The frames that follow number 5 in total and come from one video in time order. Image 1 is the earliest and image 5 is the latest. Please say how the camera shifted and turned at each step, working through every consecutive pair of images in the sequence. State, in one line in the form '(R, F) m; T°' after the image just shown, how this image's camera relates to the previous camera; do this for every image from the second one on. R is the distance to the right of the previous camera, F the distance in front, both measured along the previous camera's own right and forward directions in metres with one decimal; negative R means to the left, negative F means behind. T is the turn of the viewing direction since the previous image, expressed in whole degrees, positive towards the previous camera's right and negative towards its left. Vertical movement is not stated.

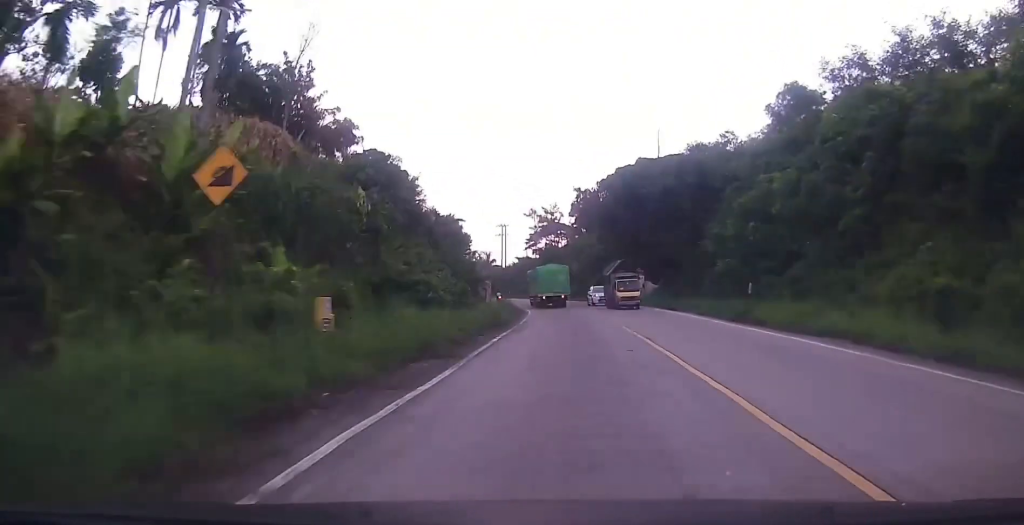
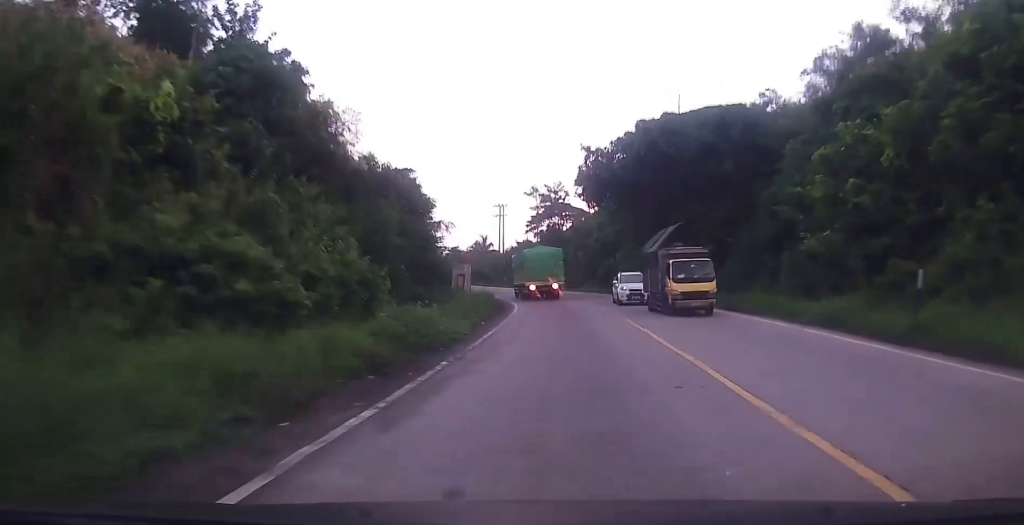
(+0.3, +16.1) m; 0°
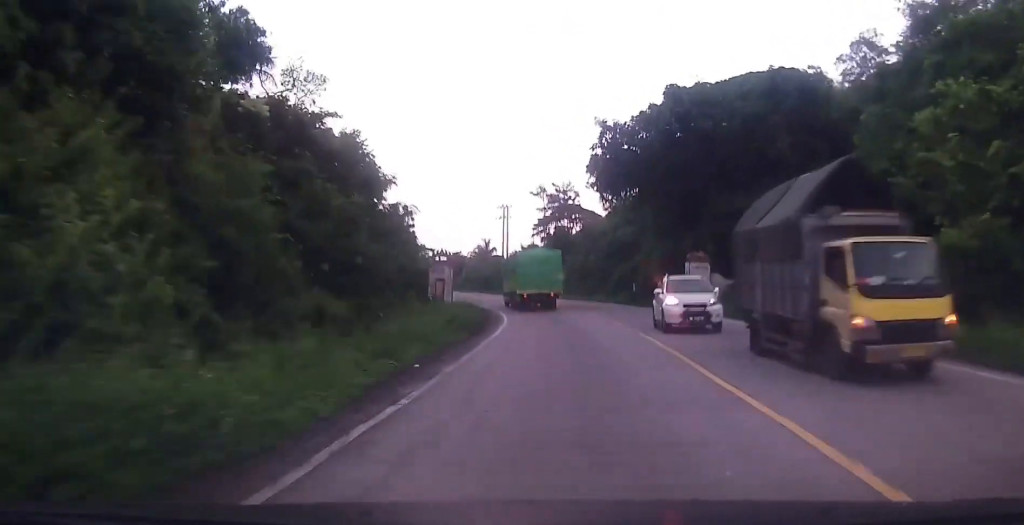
(-0.3, +10.9) m; 0°
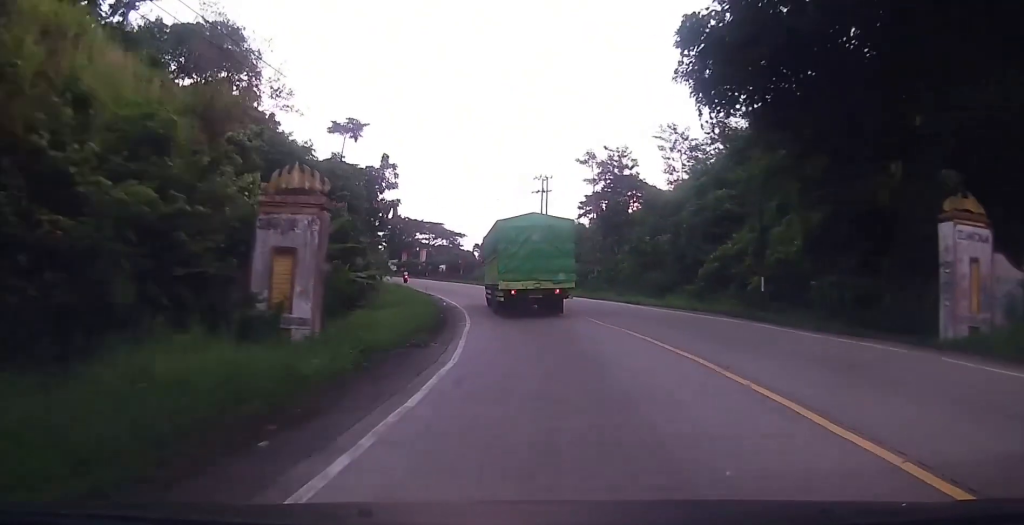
(+0.8, +27.1) m; -1°
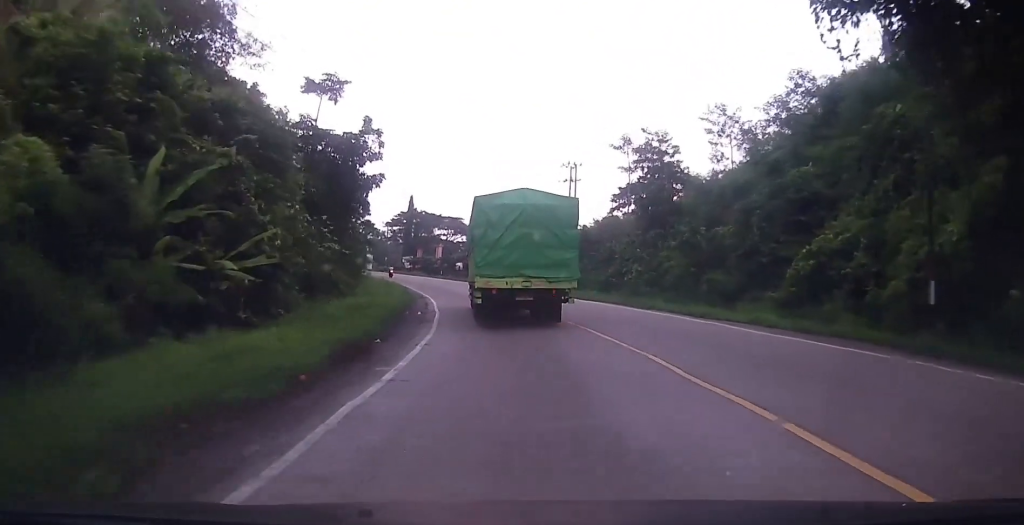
(-0.7, +13.0) m; -3°
